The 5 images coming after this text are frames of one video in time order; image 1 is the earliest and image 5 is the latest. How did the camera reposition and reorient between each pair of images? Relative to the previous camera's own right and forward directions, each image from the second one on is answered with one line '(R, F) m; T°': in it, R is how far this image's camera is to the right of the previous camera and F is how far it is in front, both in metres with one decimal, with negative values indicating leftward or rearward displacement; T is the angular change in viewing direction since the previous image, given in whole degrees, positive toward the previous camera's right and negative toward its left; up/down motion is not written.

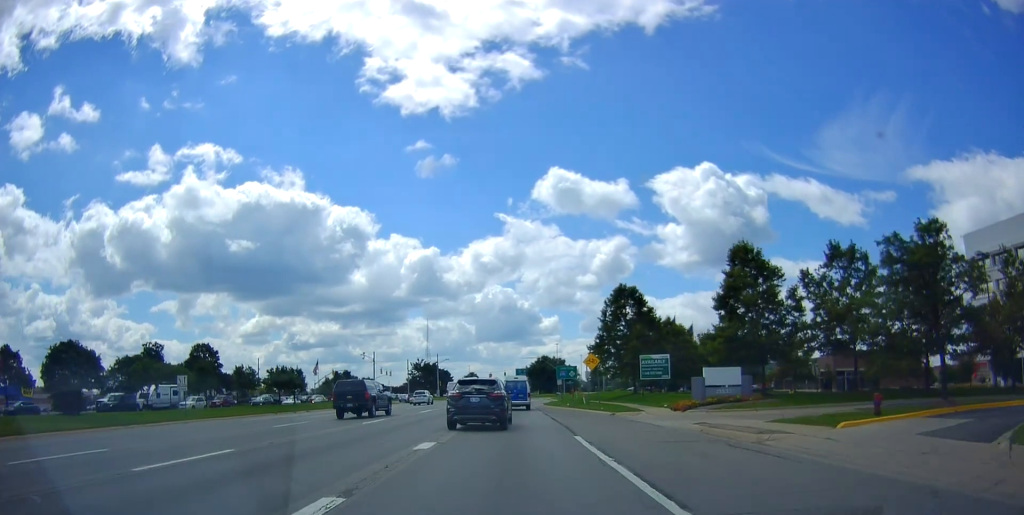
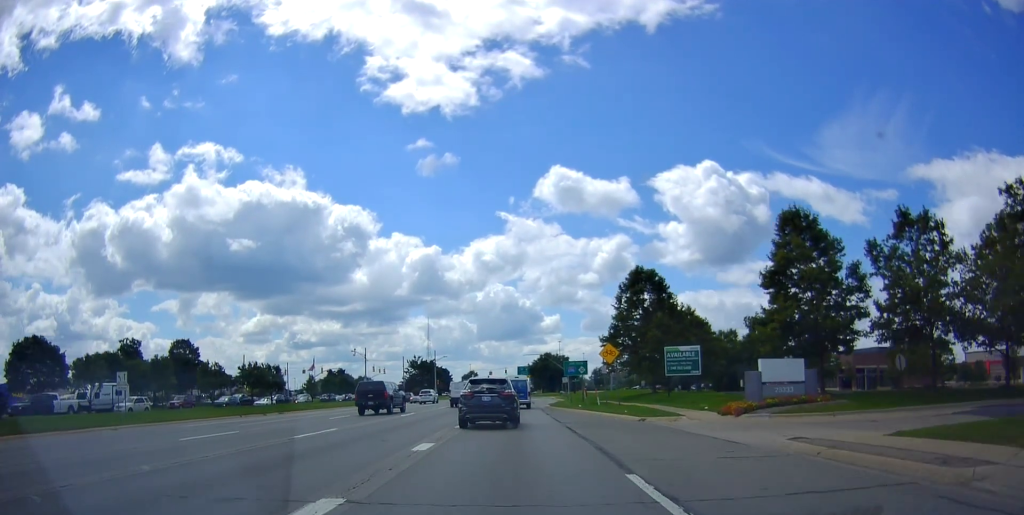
(+0.2, +7.7) m; -2°
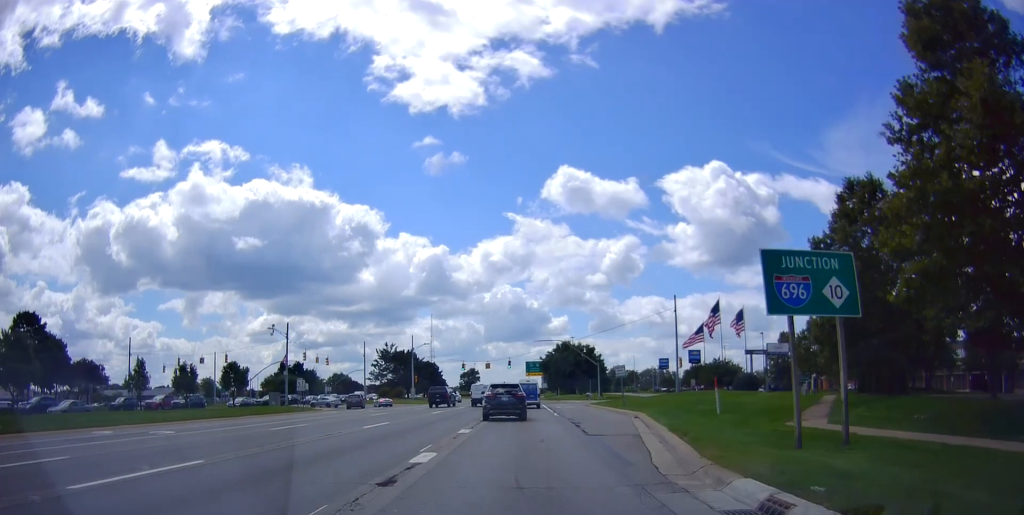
(+0.5, +40.1) m; +3°
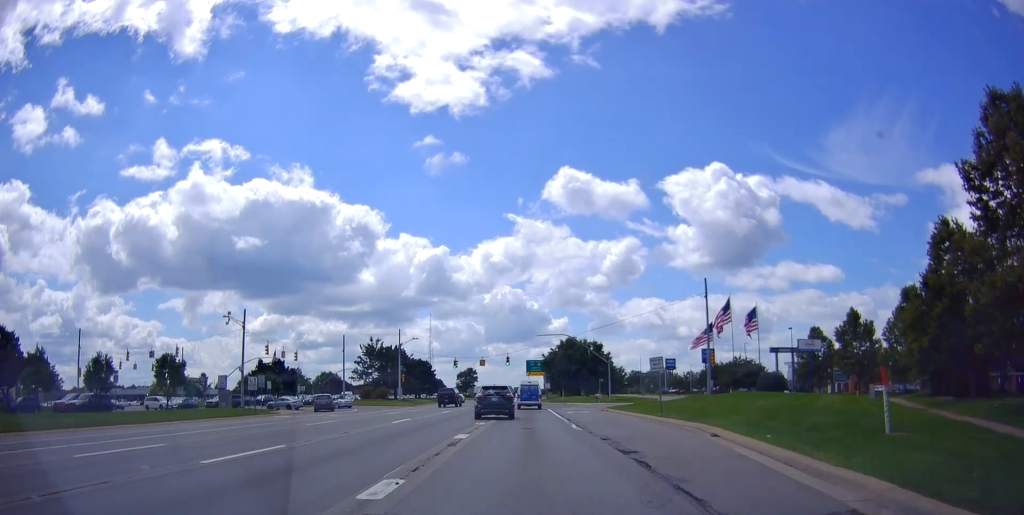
(0.0, +11.1) m; -1°
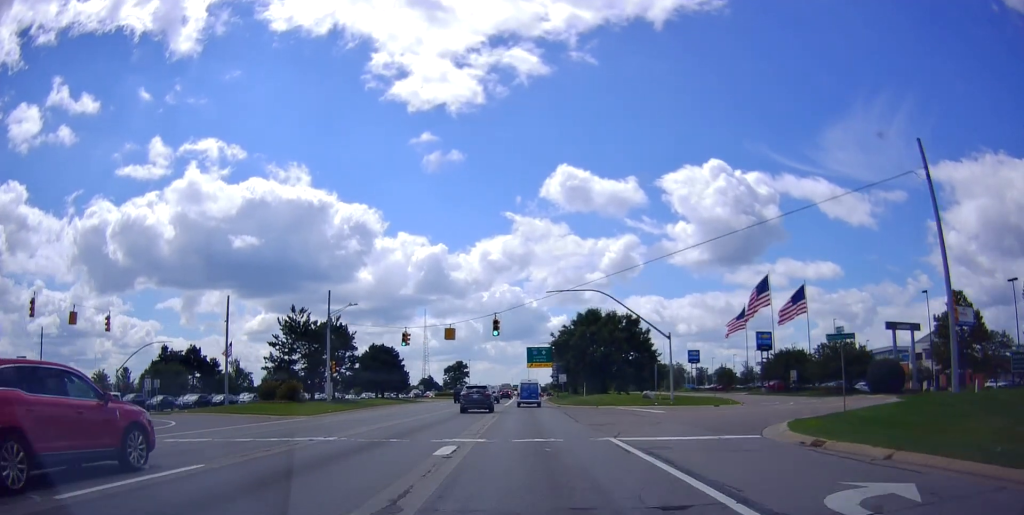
(-0.3, +32.9) m; -2°
